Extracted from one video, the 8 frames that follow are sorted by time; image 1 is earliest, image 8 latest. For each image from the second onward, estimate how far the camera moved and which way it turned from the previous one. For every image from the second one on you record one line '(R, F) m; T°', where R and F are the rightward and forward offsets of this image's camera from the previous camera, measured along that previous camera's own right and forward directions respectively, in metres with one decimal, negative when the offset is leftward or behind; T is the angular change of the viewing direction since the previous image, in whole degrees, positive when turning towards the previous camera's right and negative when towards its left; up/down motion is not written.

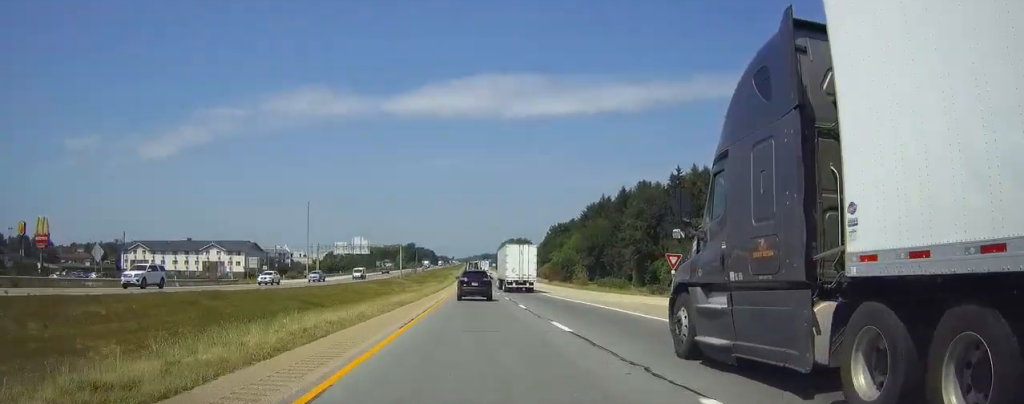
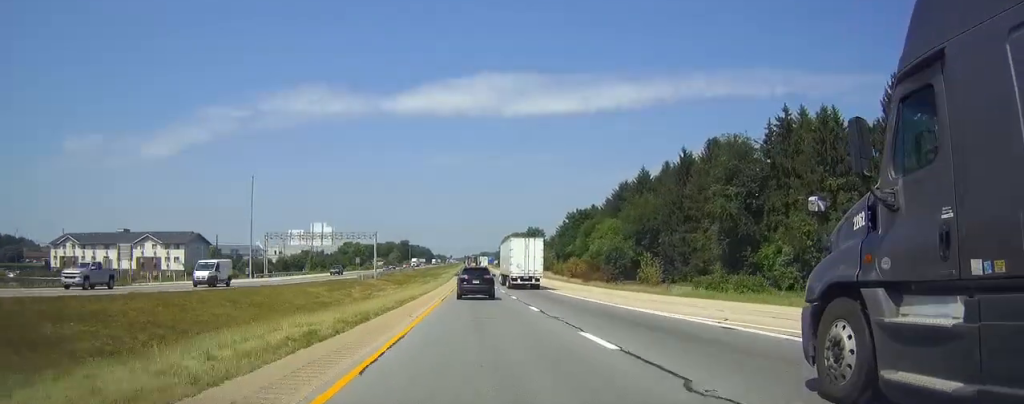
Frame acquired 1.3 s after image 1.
(-0.3, +41.1) m; 0°
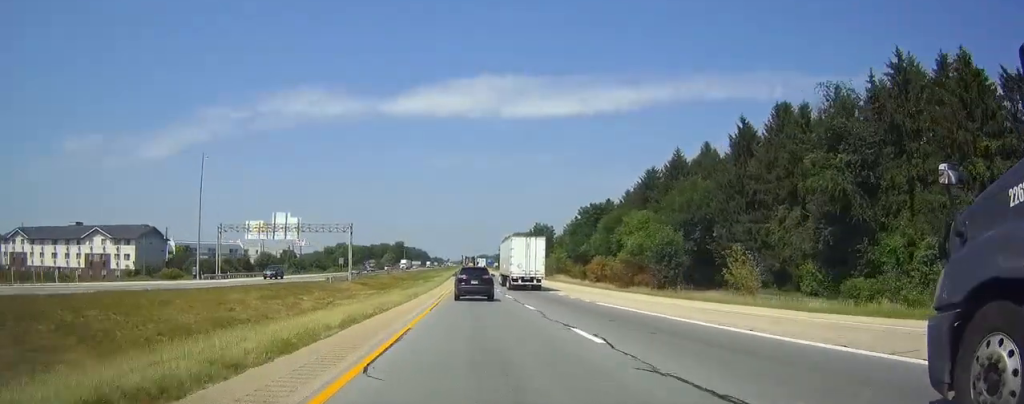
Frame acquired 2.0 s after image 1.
(+0.1, +23.1) m; 0°
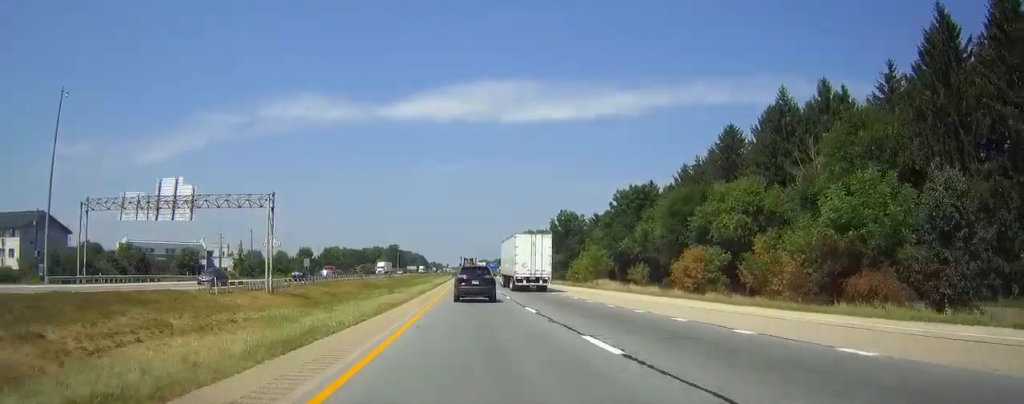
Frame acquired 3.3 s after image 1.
(+0.1, +38.8) m; 0°
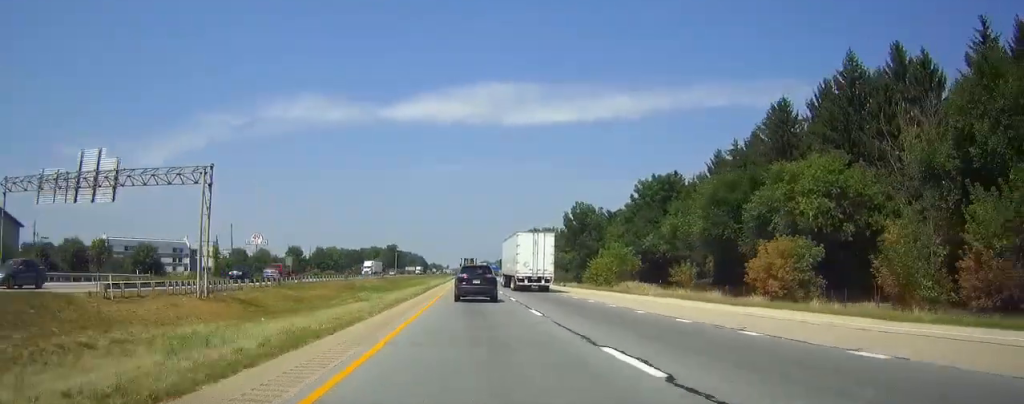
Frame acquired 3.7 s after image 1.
(+0.1, +14.7) m; 0°
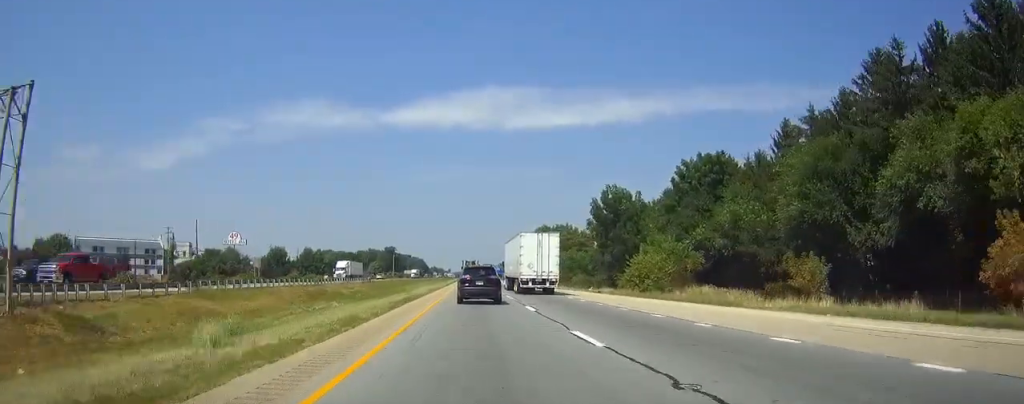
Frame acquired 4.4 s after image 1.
(0.0, +21.0) m; 0°
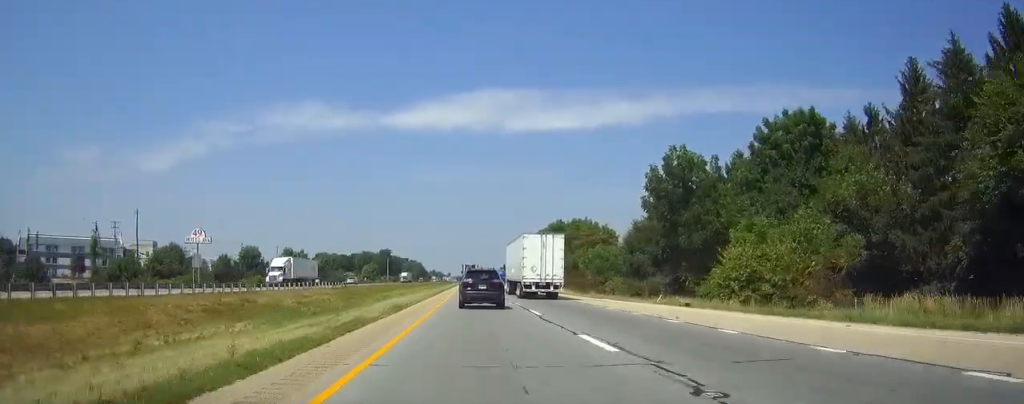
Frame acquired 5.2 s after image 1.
(0.0, +25.1) m; 0°
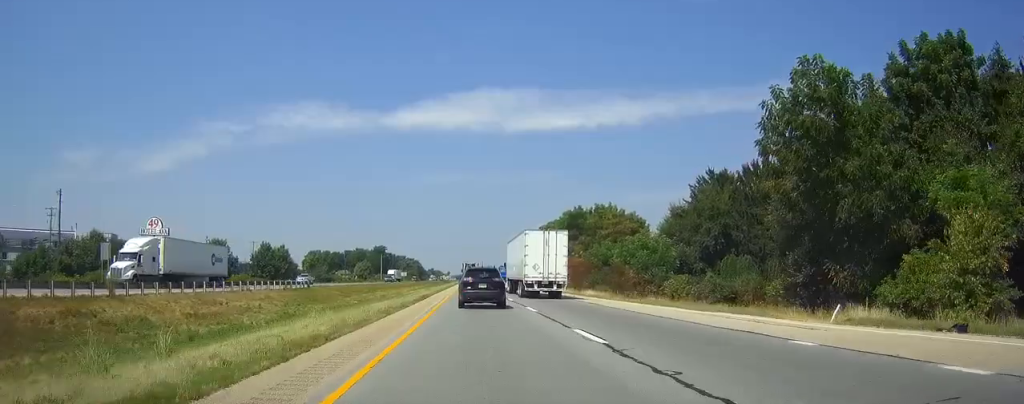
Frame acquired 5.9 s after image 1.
(+0.2, +23.0) m; 0°
